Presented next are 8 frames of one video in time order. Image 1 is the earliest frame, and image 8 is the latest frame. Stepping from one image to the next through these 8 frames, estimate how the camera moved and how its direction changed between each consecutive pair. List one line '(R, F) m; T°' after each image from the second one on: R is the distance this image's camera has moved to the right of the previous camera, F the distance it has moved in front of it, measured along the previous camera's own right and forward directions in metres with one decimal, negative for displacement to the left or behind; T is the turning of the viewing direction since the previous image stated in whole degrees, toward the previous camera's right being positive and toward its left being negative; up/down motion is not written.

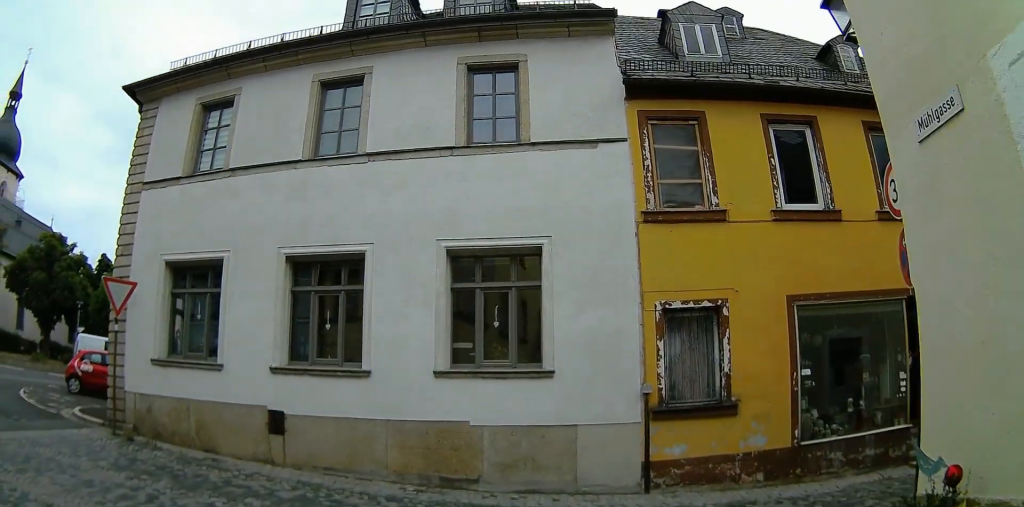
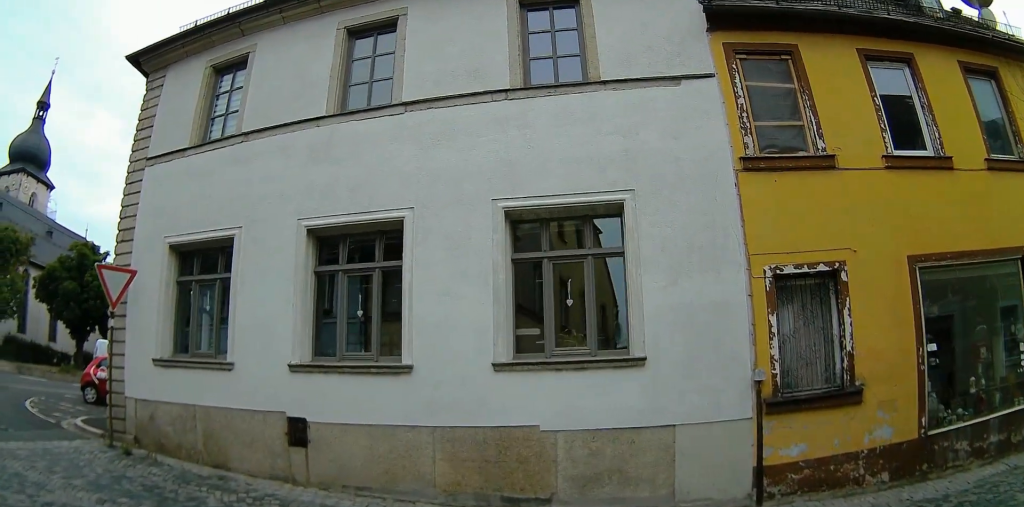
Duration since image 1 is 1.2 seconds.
(-0.5, +2.9) m; -20°
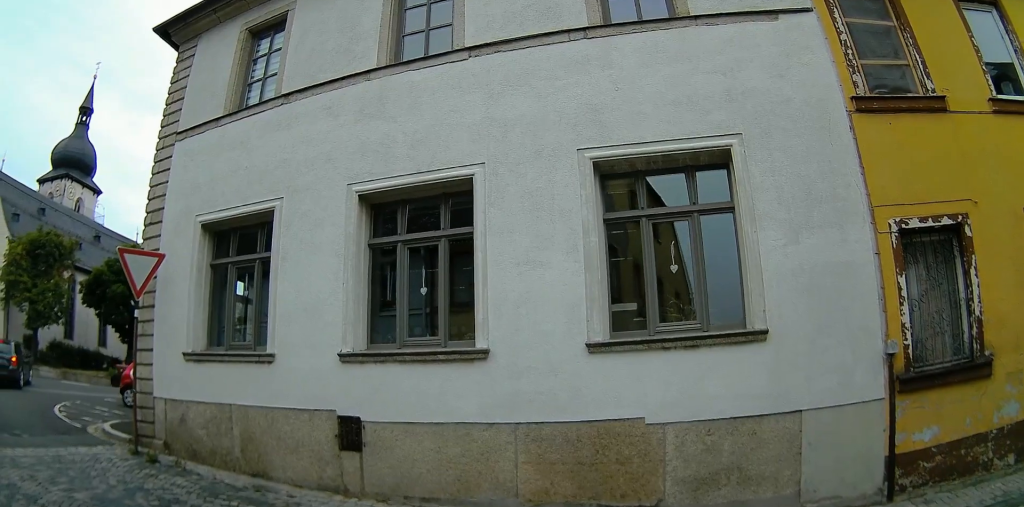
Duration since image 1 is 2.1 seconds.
(-0.3, +1.9) m; -17°
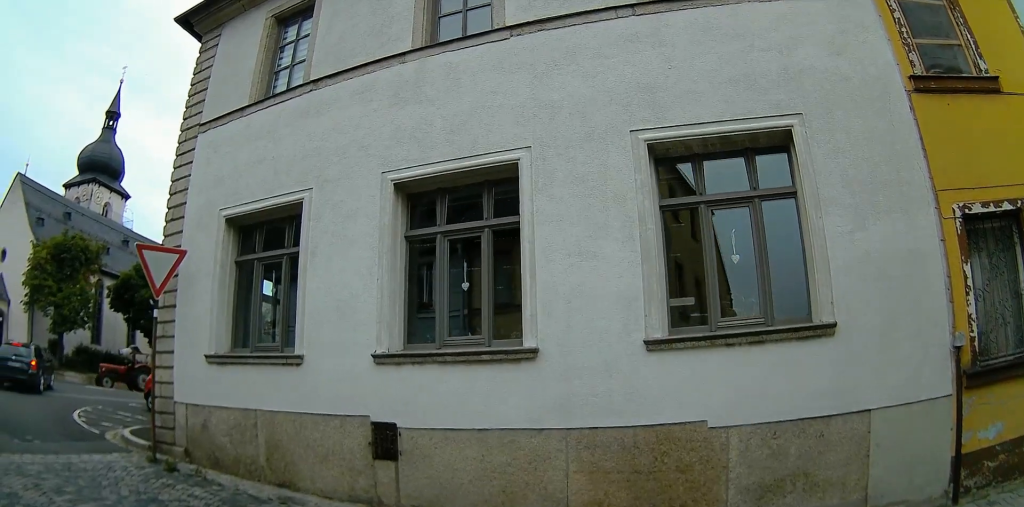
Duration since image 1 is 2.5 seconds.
(-0.1, +0.8) m; -7°
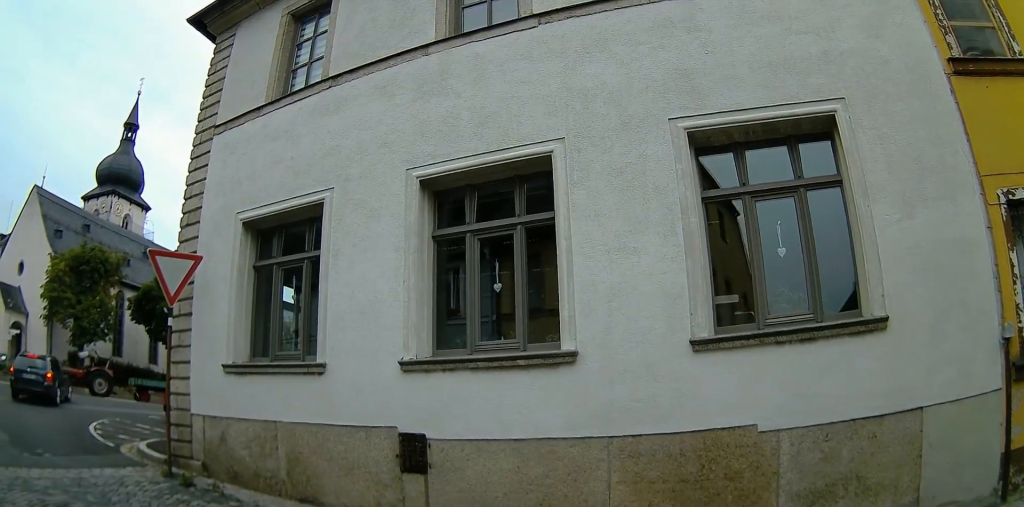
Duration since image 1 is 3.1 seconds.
(-0.1, +1.1) m; -9°
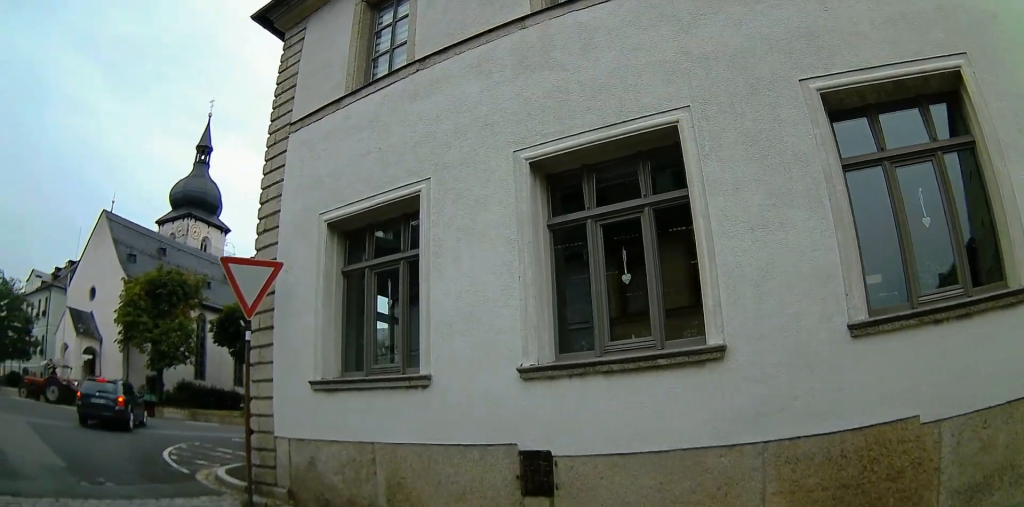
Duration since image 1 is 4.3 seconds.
(-0.4, +2.3) m; -13°
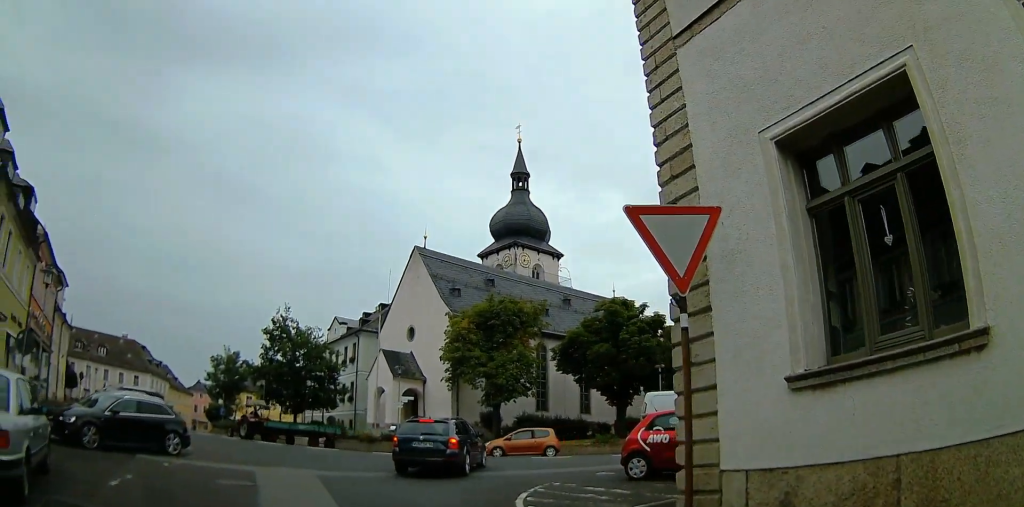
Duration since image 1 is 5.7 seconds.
(-0.2, +3.2) m; -4°
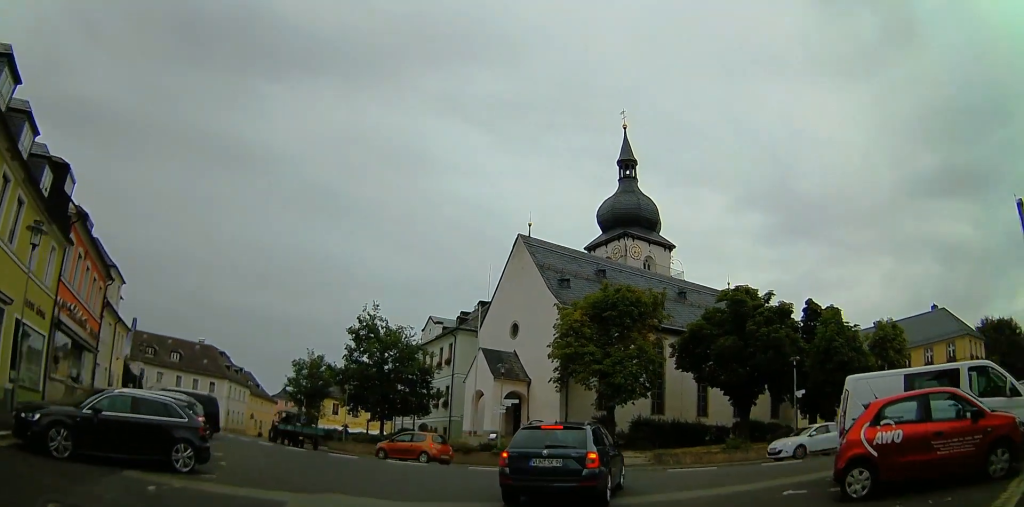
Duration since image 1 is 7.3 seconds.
(-0.1, +4.4) m; -2°
